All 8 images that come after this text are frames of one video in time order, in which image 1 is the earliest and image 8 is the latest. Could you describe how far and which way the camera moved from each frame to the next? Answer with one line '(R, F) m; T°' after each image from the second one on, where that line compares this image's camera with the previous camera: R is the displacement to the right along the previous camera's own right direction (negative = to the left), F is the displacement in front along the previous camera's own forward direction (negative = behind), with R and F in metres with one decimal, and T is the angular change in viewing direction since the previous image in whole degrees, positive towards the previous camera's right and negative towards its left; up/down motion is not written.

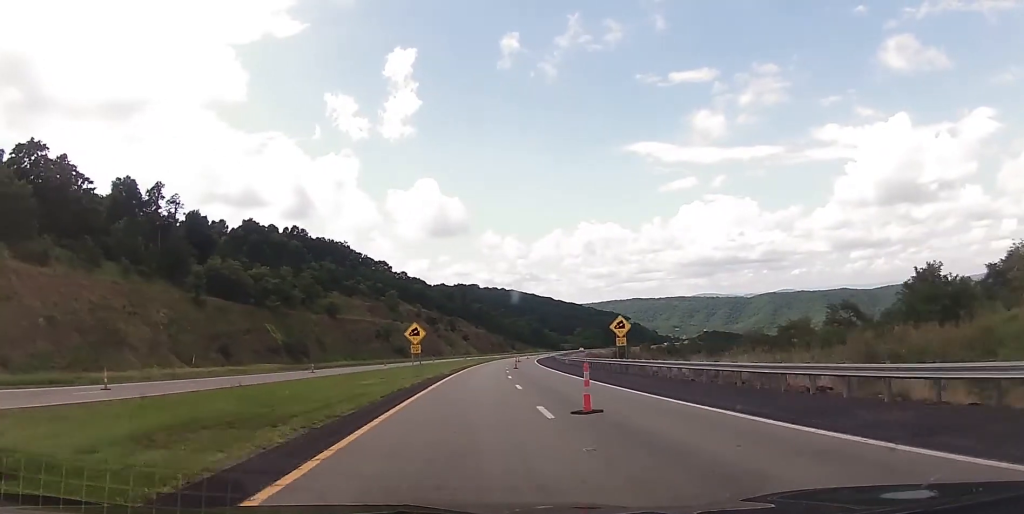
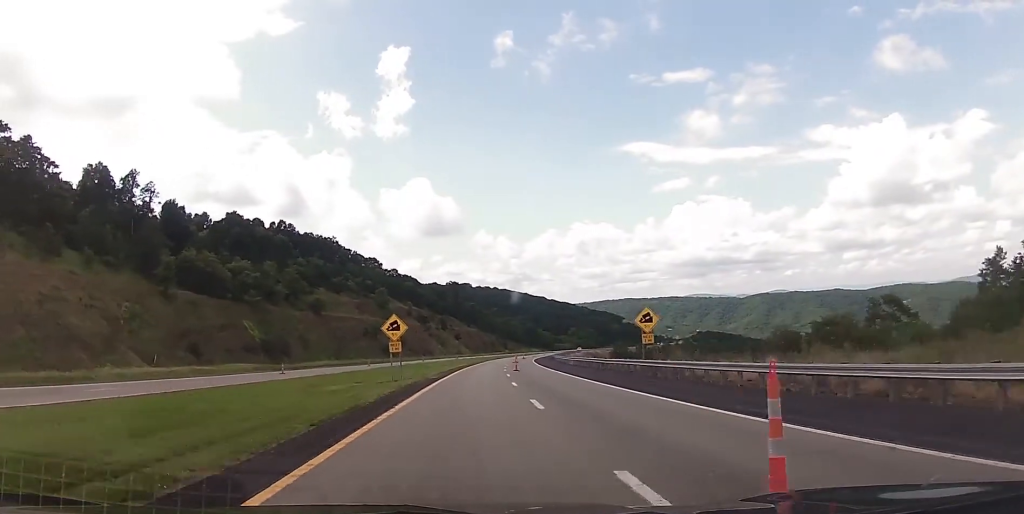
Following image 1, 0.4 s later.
(0.0, +9.7) m; +1°
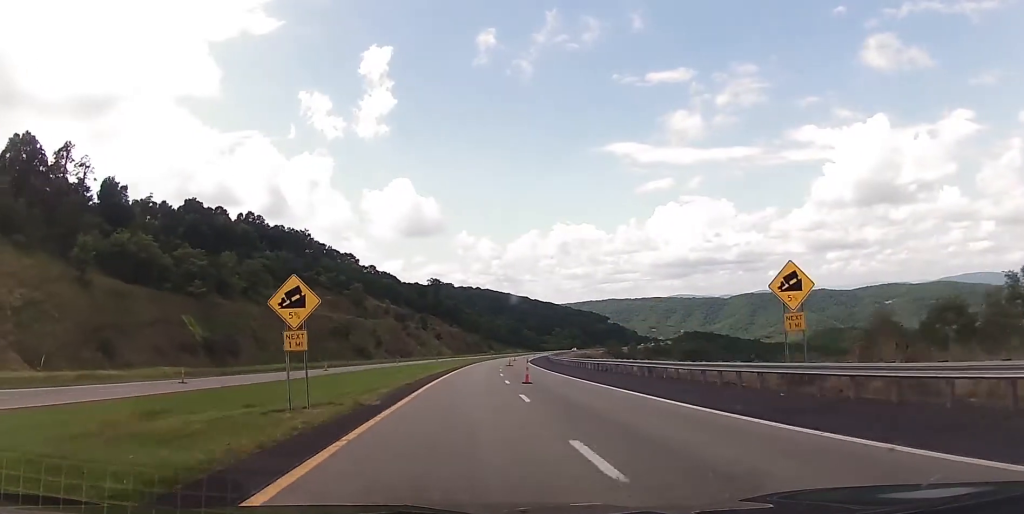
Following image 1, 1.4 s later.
(+0.3, +21.1) m; +2°
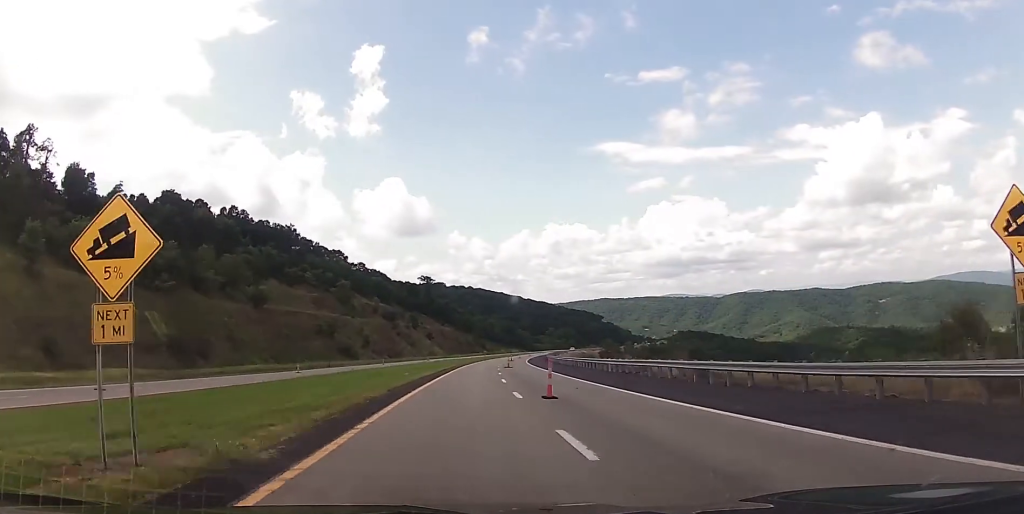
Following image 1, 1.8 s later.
(+0.3, +10.8) m; +1°
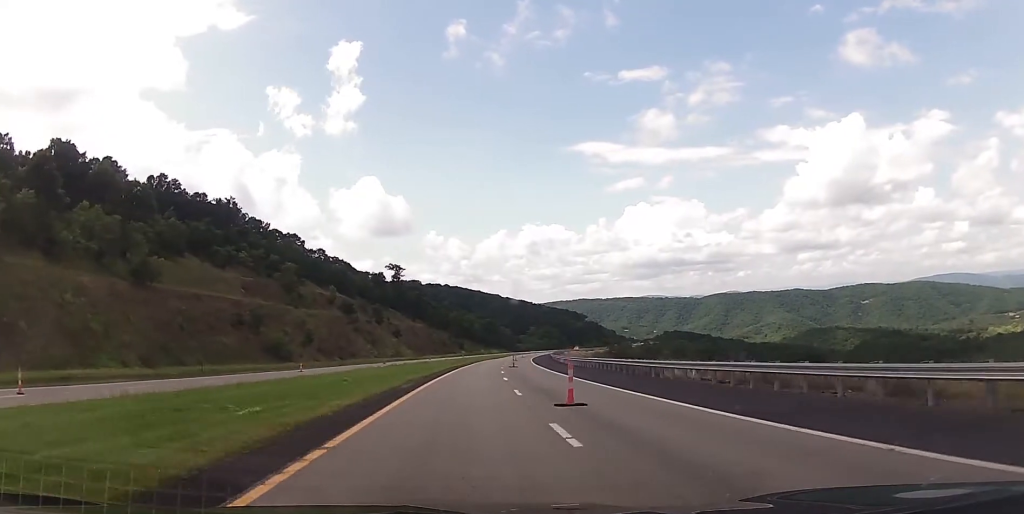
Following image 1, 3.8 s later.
(+0.7, +47.6) m; +1°
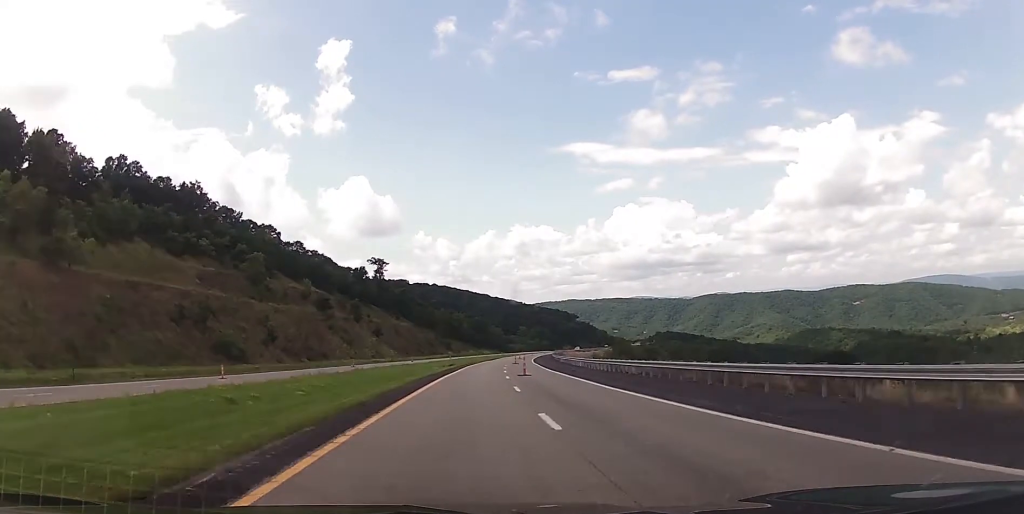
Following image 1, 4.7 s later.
(0.0, +21.9) m; +1°
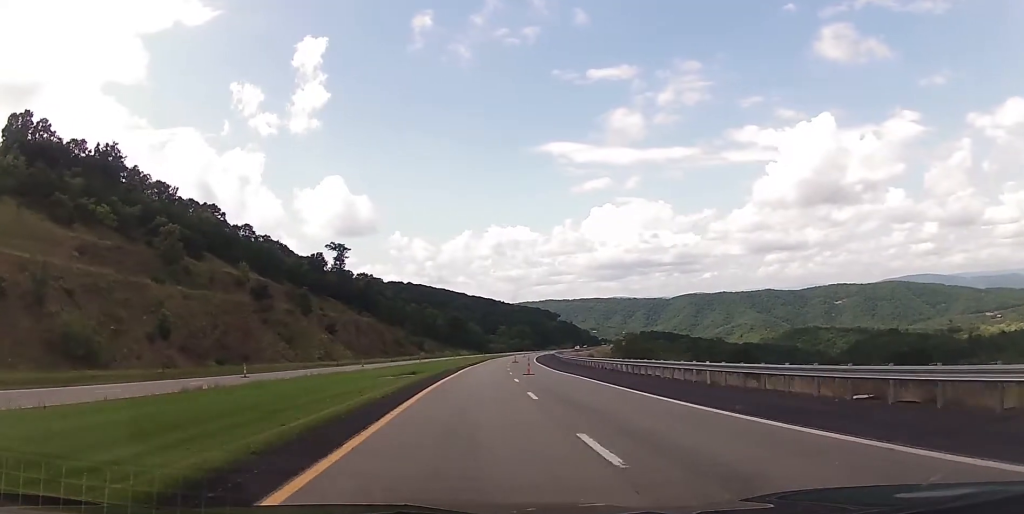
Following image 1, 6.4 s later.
(+1.2, +41.0) m; +3°
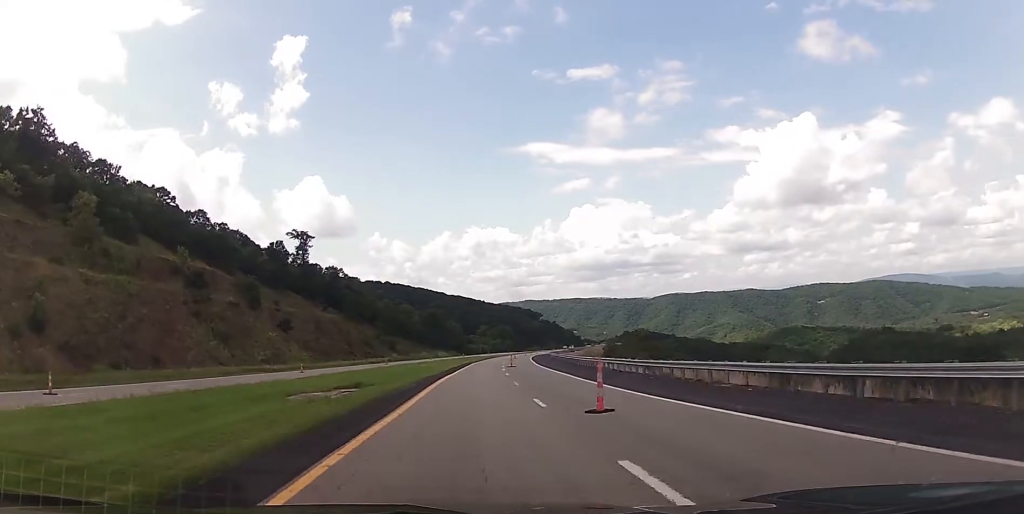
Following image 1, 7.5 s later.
(+0.2, +27.3) m; 0°
